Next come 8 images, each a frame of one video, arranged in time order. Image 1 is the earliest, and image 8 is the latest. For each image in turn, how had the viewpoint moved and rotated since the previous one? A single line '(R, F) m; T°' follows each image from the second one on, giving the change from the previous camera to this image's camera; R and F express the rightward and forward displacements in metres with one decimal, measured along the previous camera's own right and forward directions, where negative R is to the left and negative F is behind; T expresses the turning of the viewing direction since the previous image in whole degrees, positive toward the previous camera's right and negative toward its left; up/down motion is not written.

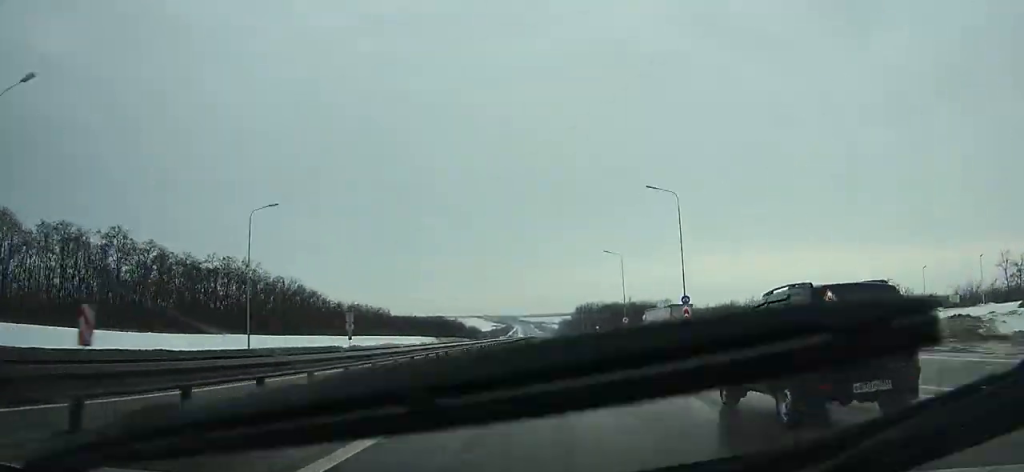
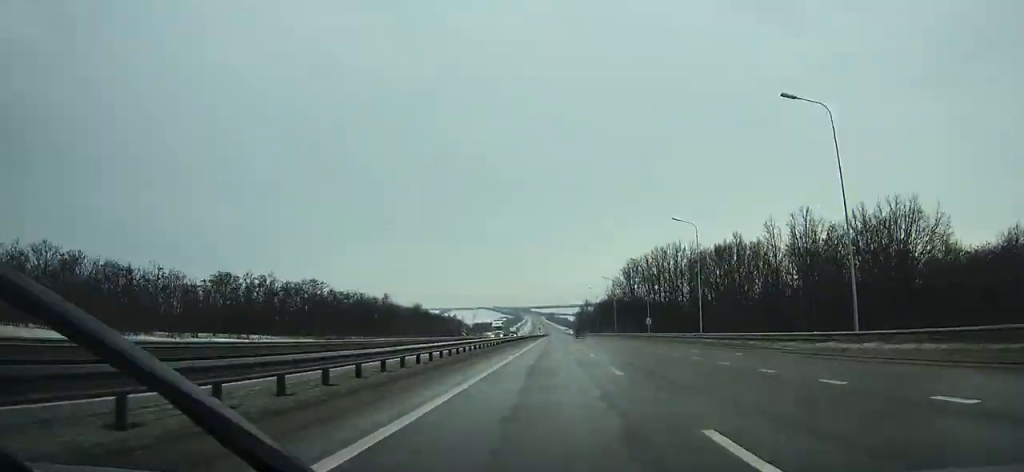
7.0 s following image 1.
(-2.7, +191.1) m; -1°
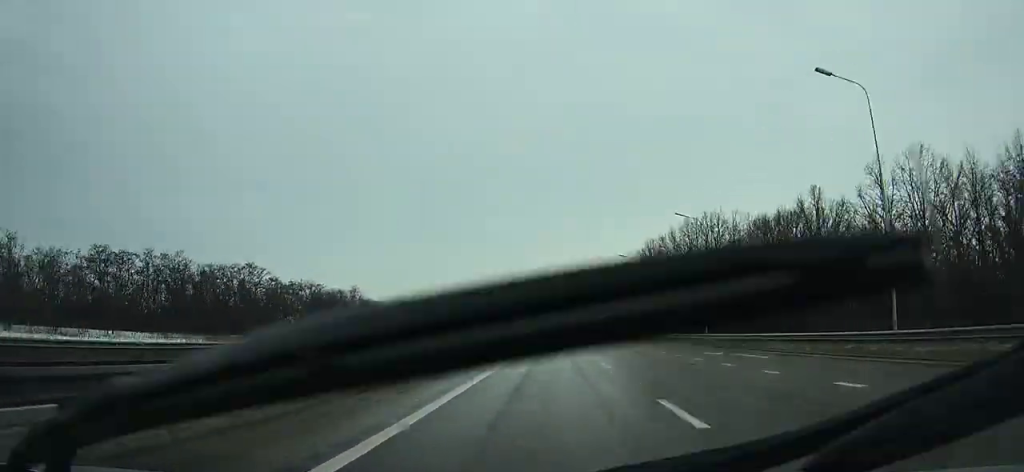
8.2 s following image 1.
(0.0, +33.4) m; 0°
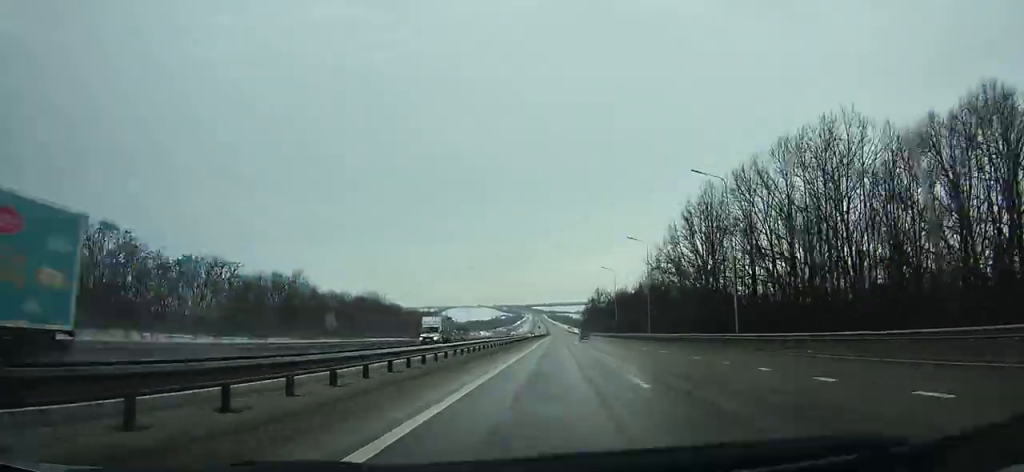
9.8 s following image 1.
(0.0, +44.6) m; 0°
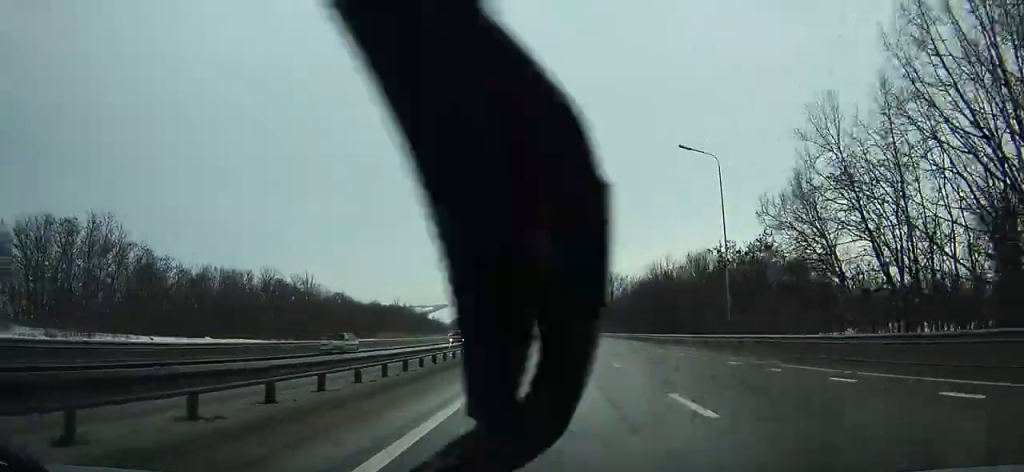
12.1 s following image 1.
(+0.1, +64.8) m; 0°
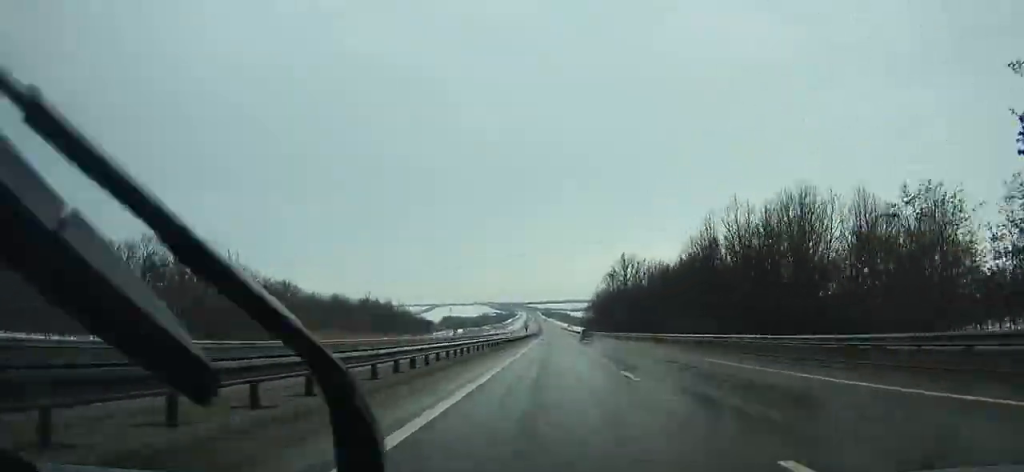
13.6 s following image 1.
(0.0, +42.4) m; 0°
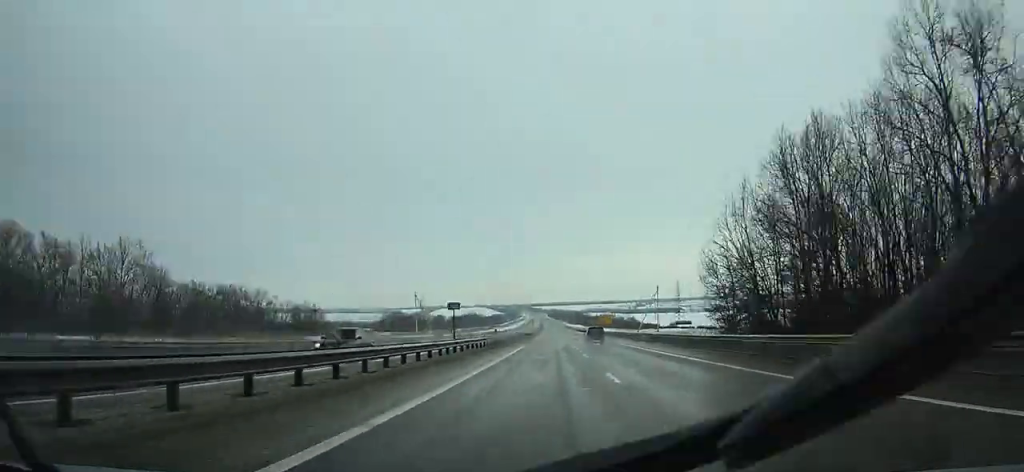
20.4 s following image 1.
(-0.5, +196.4) m; -1°
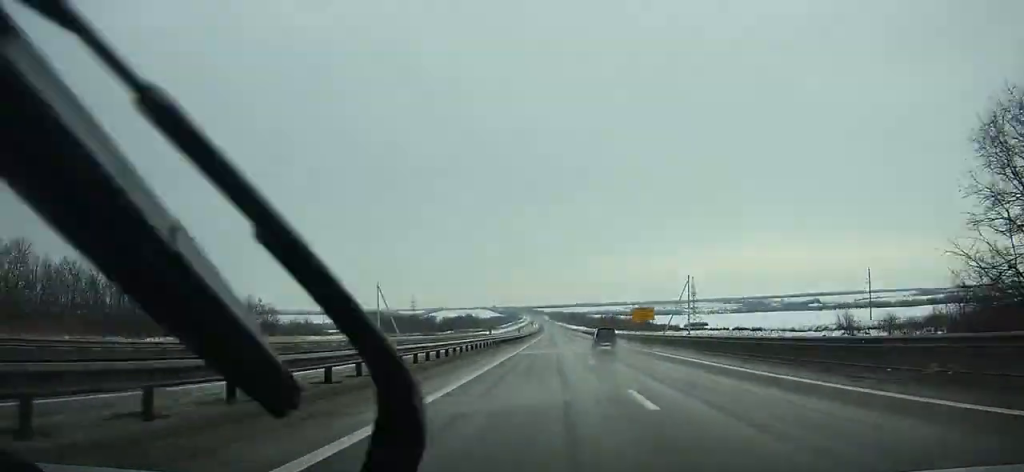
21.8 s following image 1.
(-0.3, +41.0) m; 0°
